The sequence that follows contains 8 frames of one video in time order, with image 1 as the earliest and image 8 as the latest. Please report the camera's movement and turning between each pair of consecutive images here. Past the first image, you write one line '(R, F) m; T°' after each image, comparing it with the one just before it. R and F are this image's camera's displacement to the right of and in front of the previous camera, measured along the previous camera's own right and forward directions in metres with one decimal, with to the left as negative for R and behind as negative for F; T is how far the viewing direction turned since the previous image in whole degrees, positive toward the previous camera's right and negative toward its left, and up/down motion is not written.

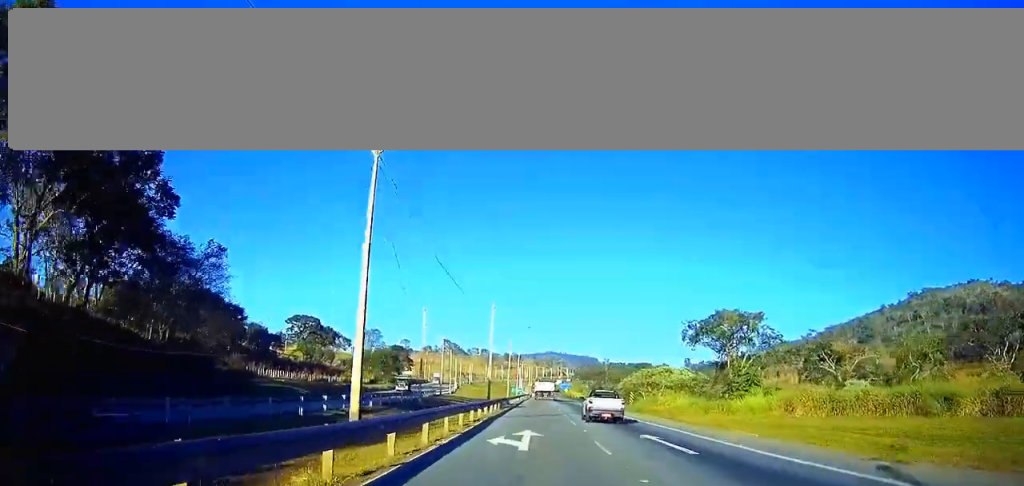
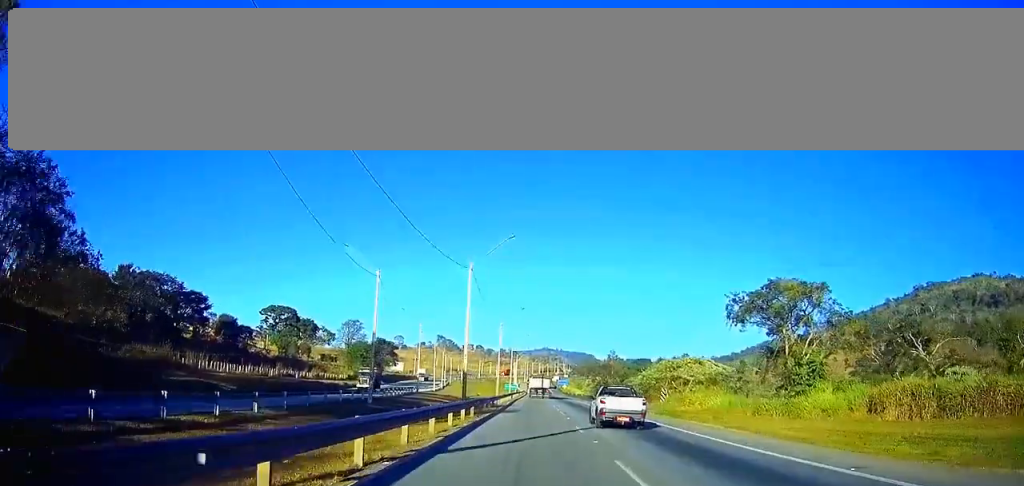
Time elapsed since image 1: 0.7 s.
(-0.1, +18.0) m; 0°
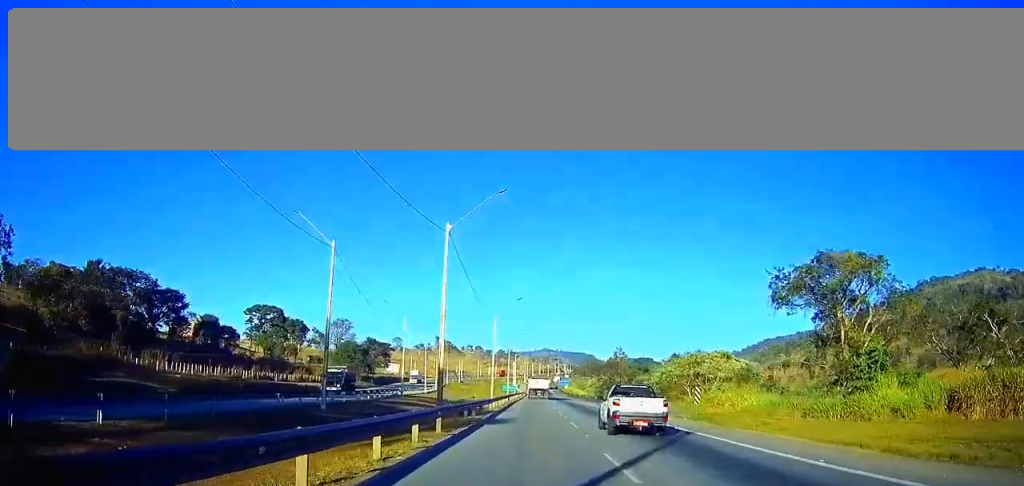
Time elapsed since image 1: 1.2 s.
(0.0, +10.6) m; 0°
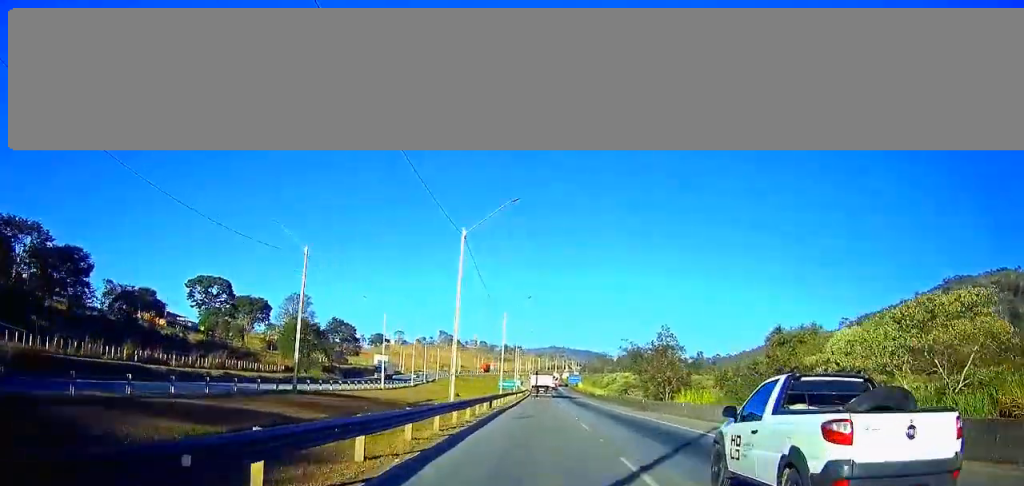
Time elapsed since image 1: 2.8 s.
(0.0, +37.4) m; 0°
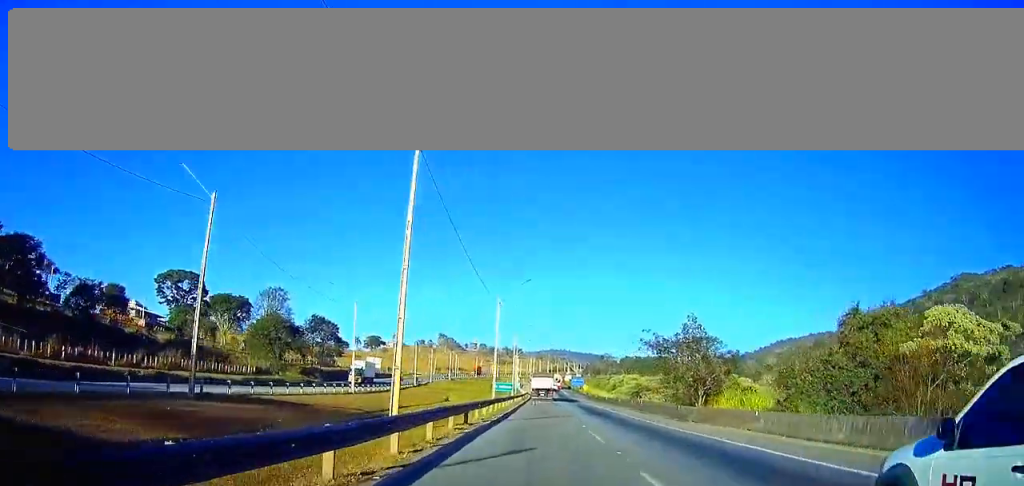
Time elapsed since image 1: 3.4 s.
(0.0, +13.9) m; 0°
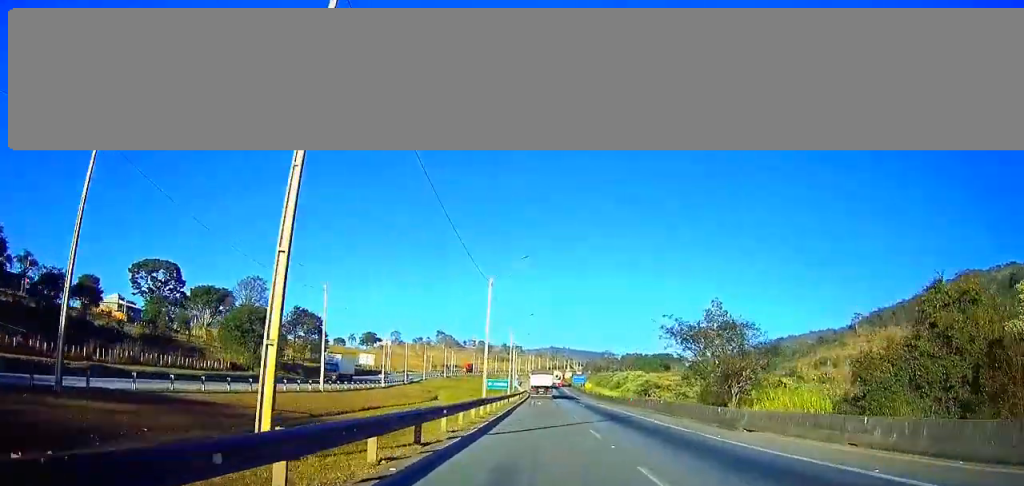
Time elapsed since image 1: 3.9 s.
(0.0, +9.8) m; 0°
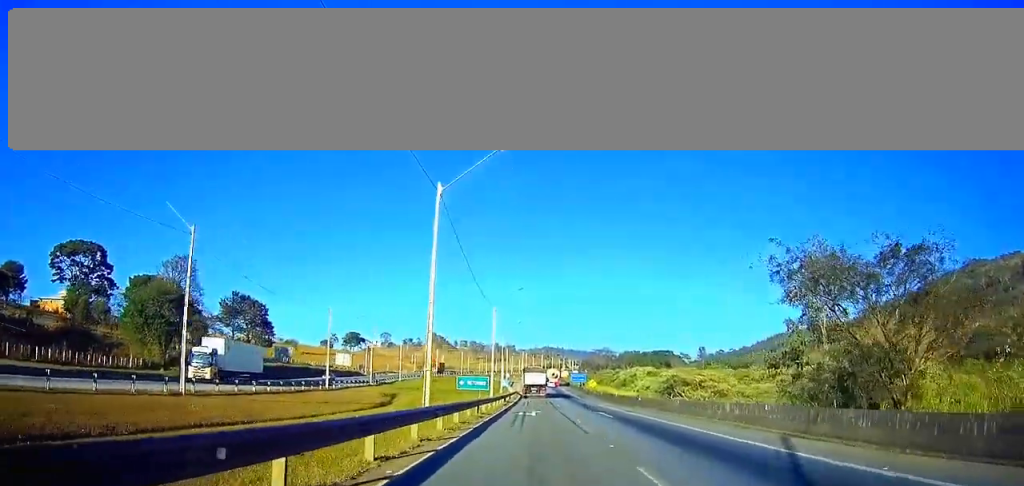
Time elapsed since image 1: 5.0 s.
(+0.1, +23.7) m; 0°
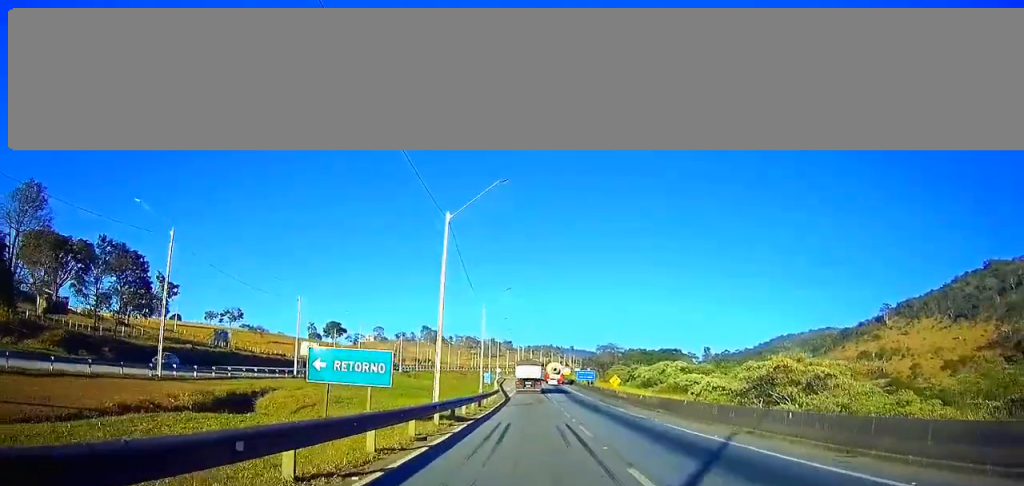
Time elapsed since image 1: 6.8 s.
(0.0, +34.7) m; 0°
